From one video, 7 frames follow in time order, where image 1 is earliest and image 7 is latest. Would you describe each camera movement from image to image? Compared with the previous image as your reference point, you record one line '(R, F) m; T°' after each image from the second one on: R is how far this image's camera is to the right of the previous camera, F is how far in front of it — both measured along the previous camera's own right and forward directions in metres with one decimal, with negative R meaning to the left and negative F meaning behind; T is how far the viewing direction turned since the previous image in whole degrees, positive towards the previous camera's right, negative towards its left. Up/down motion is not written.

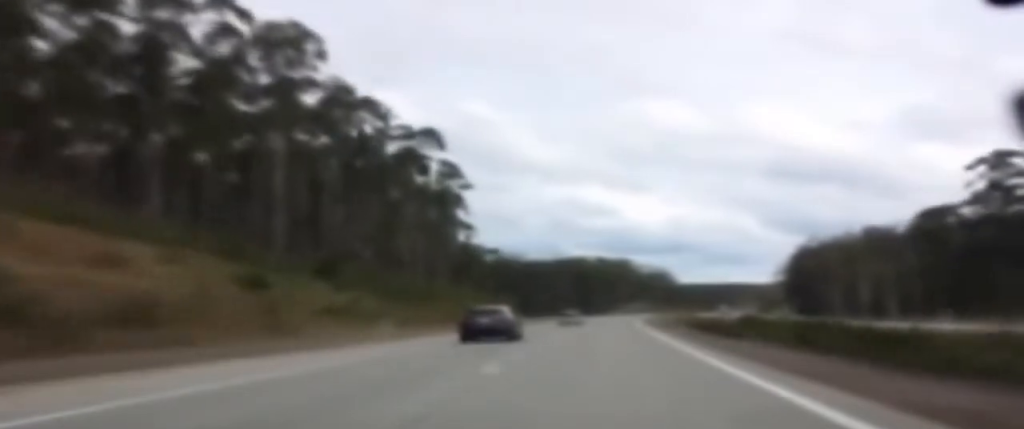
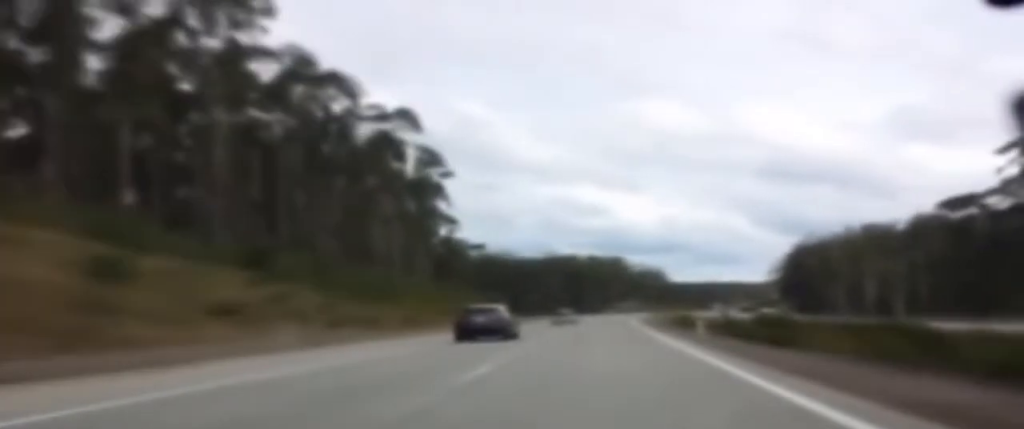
(+0.1, +13.2) m; 0°
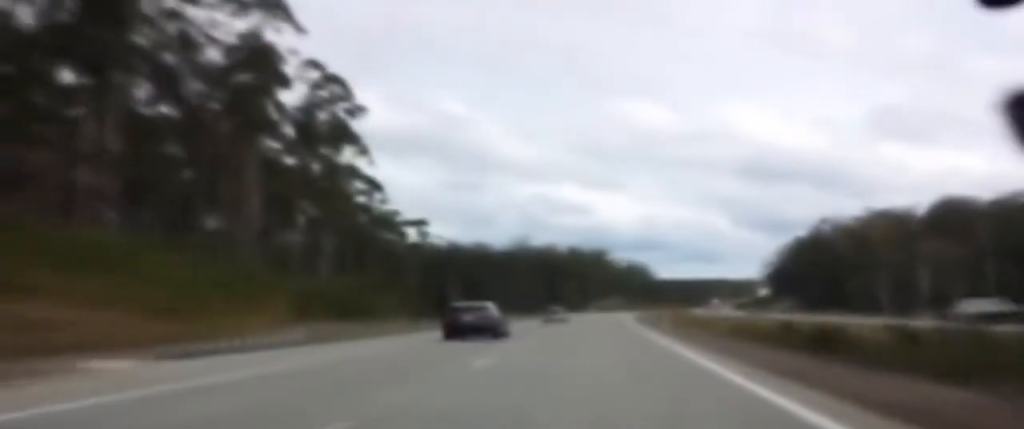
(+0.1, +46.7) m; 0°
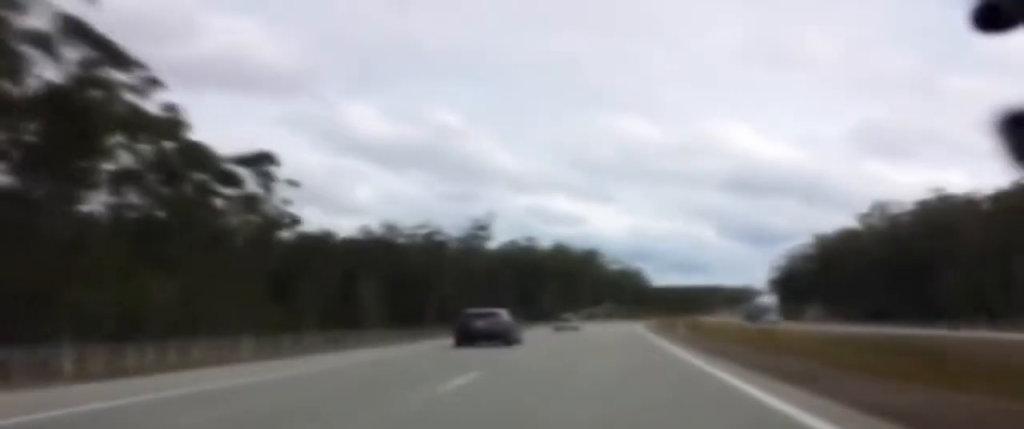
(+1.2, +65.8) m; +2°
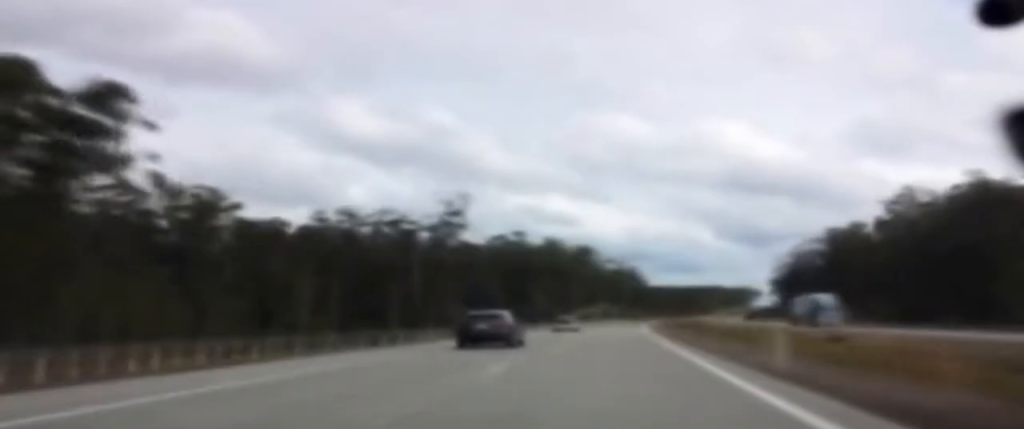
(0.0, +21.2) m; 0°
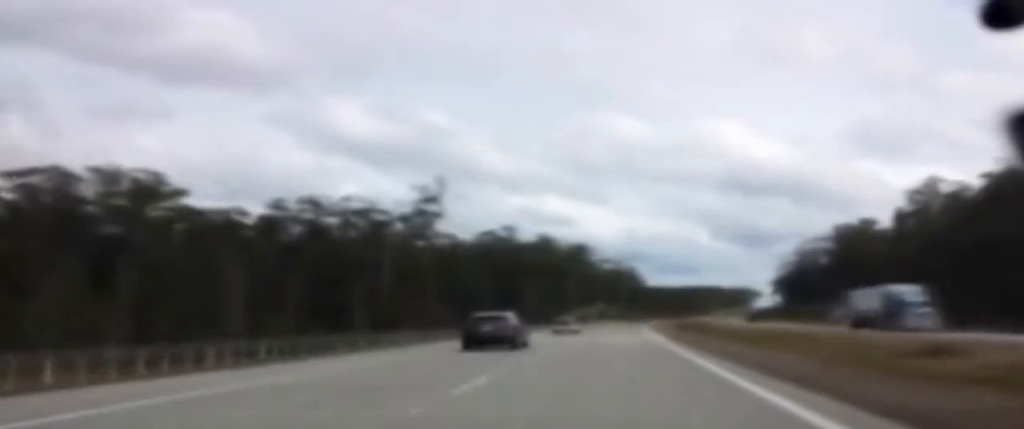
(+0.1, +15.1) m; 0°
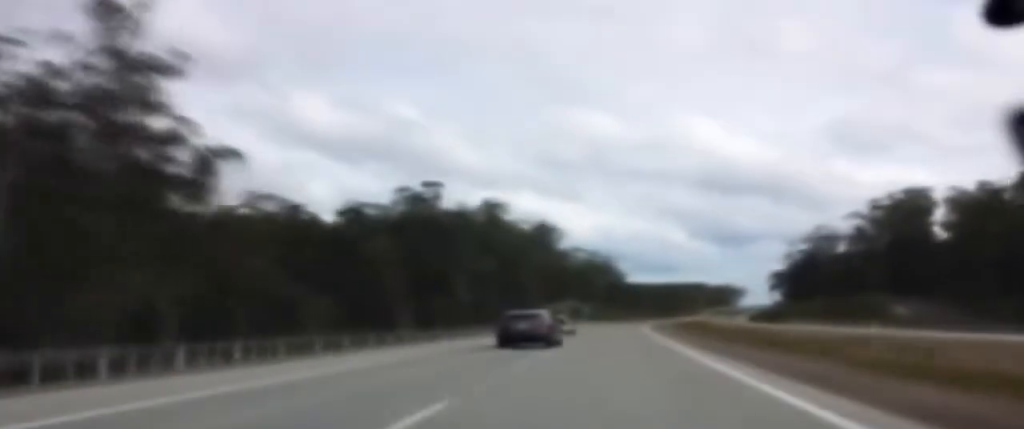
(+0.3, +65.8) m; 0°
